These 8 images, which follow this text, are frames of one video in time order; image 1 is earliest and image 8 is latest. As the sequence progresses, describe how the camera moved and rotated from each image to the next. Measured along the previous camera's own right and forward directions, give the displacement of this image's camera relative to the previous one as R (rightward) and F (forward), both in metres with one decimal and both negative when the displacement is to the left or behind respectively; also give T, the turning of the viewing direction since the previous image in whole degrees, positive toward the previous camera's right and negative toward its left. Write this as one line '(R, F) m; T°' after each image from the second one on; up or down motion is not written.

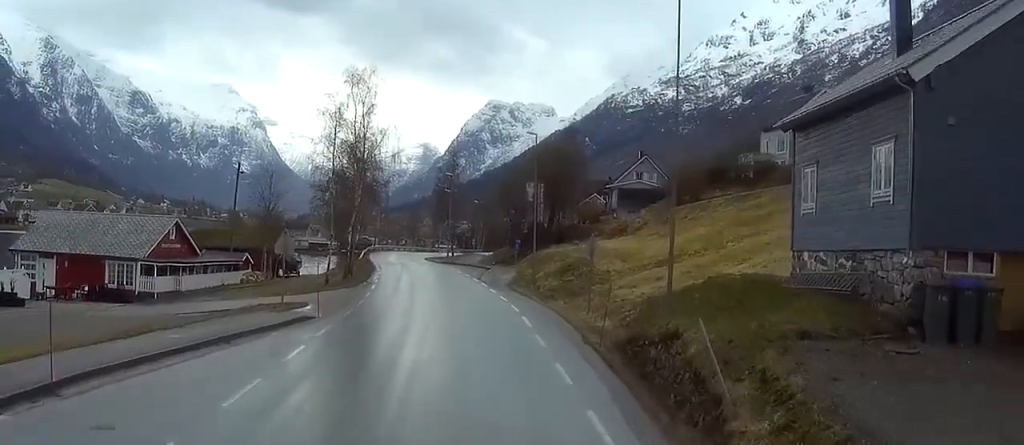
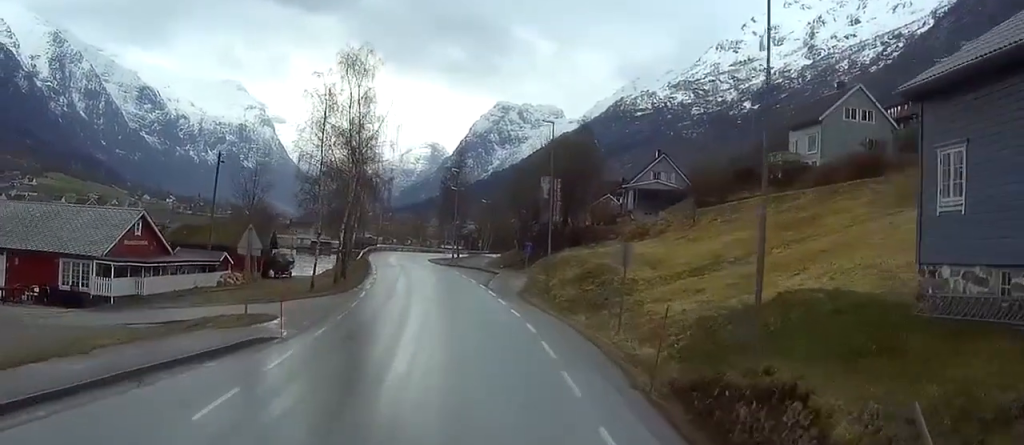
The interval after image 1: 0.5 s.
(-0.1, +7.4) m; -1°
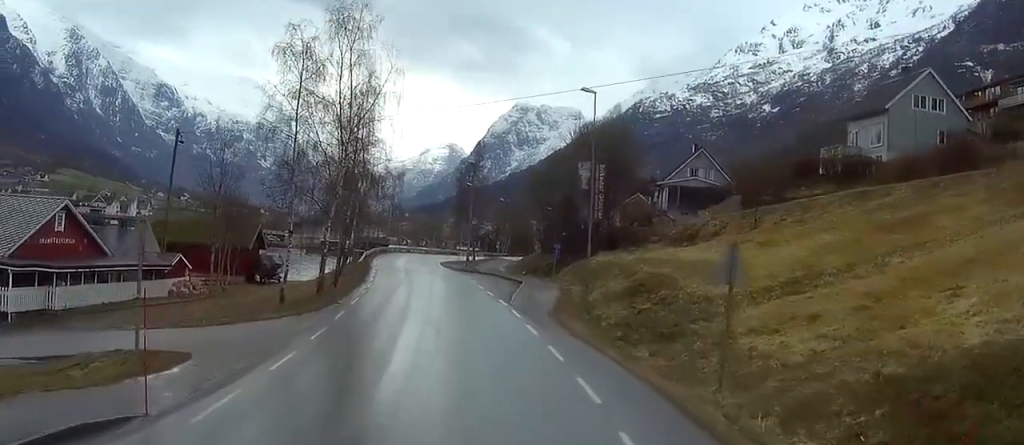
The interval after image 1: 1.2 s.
(-0.3, +12.4) m; -1°
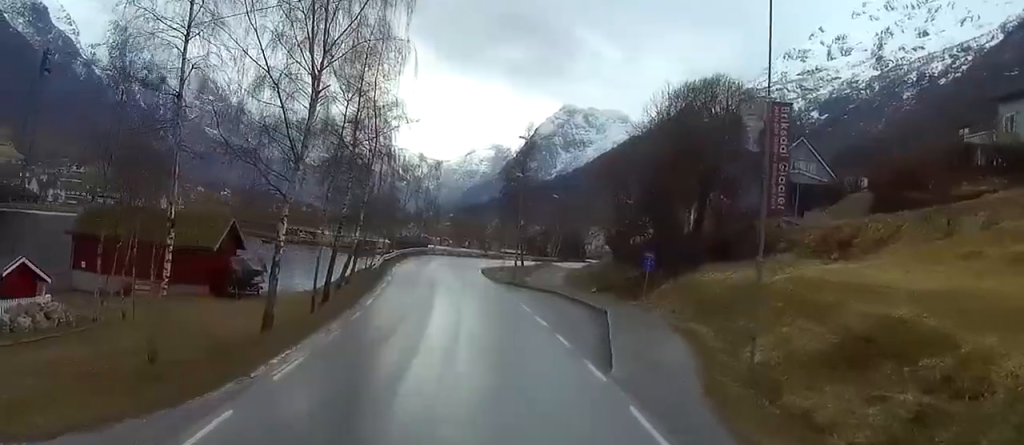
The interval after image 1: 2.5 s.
(+0.1, +21.4) m; +1°
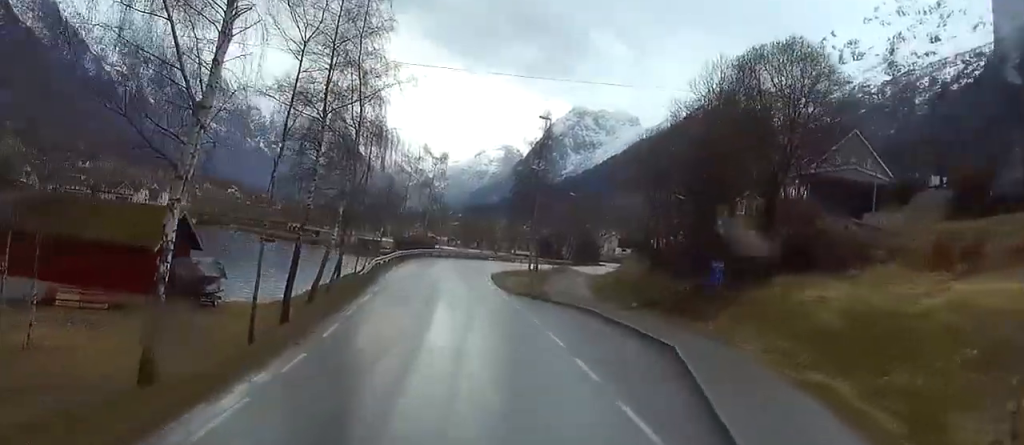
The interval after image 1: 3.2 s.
(+0.1, +11.6) m; 0°
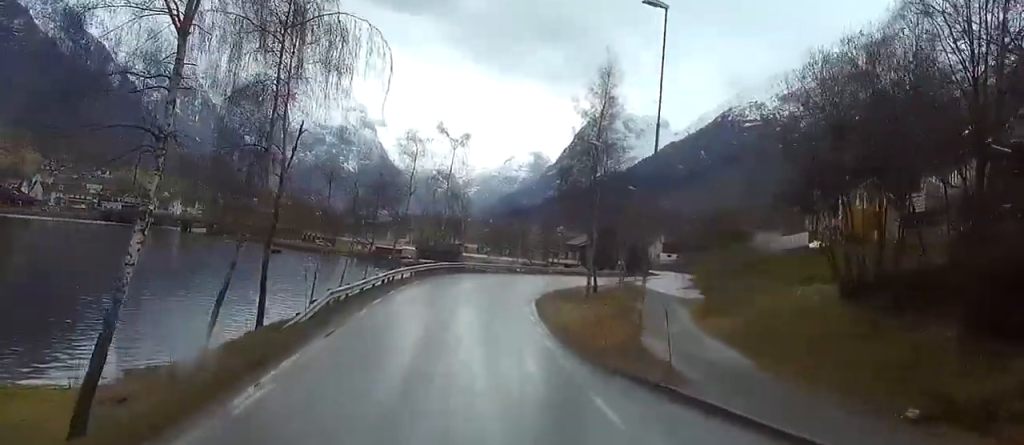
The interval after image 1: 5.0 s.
(-0.1, +27.9) m; 0°
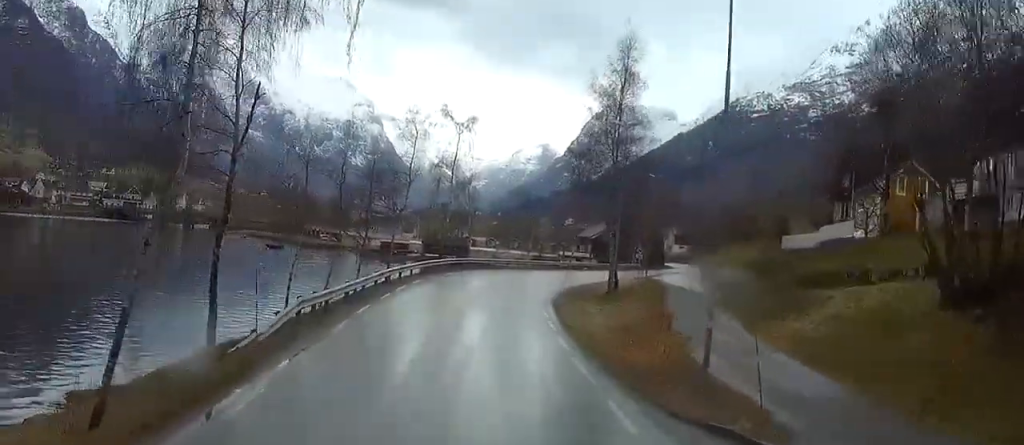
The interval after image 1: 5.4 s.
(0.0, +6.9) m; 0°
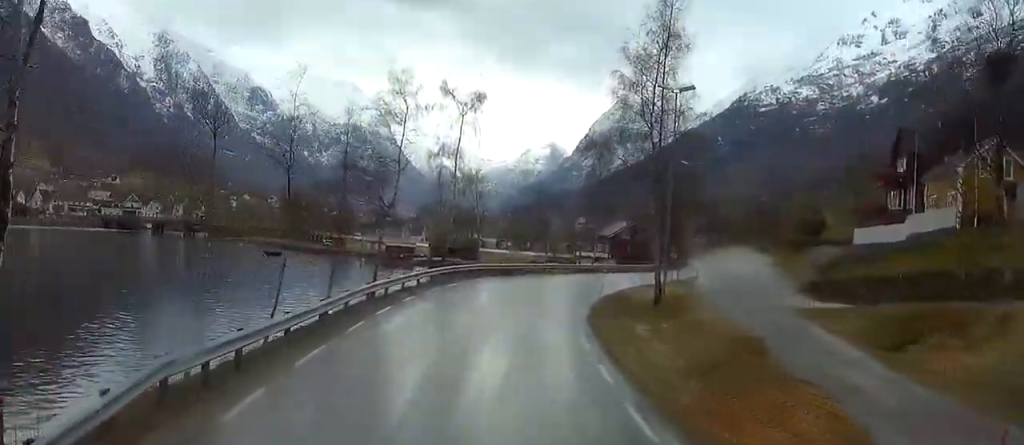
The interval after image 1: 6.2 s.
(-0.2, +12.3) m; 0°
